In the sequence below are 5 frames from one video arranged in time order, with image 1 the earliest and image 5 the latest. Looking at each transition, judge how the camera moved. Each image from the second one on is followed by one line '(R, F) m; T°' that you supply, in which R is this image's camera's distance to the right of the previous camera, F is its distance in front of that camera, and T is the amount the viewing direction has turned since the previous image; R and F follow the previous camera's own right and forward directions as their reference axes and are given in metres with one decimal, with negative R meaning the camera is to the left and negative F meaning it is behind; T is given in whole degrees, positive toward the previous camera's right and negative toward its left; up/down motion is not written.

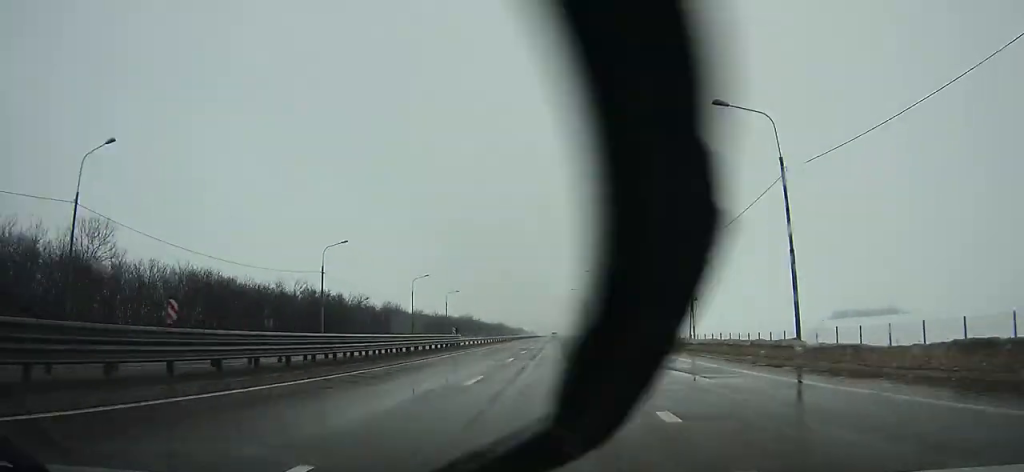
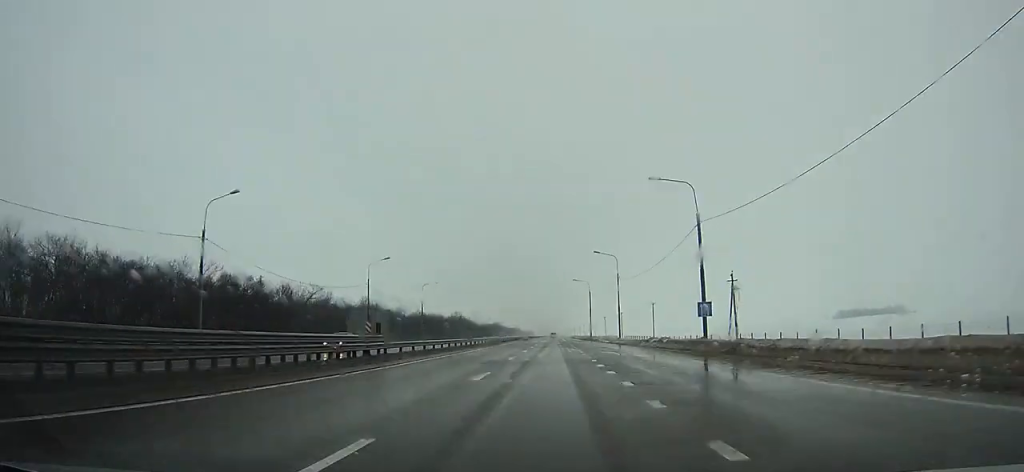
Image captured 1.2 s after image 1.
(0.0, +22.7) m; 0°
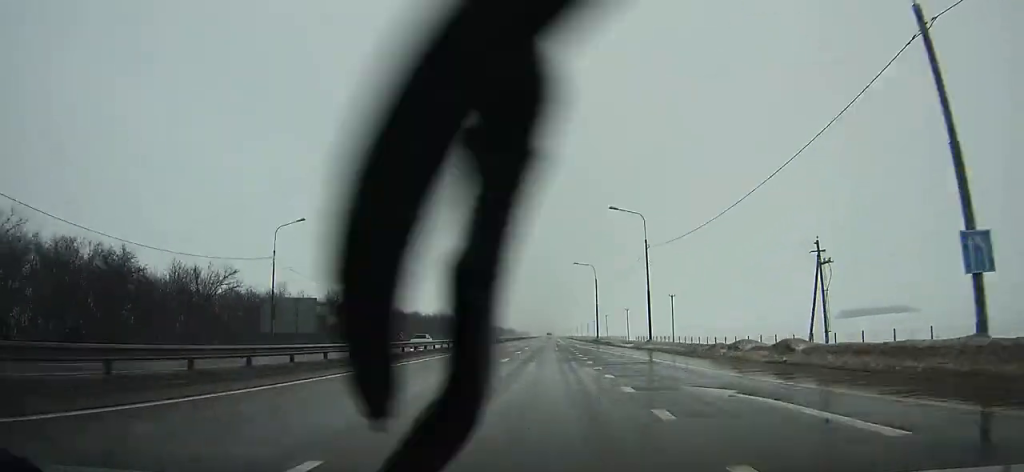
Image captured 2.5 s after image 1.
(0.0, +25.0) m; 0°
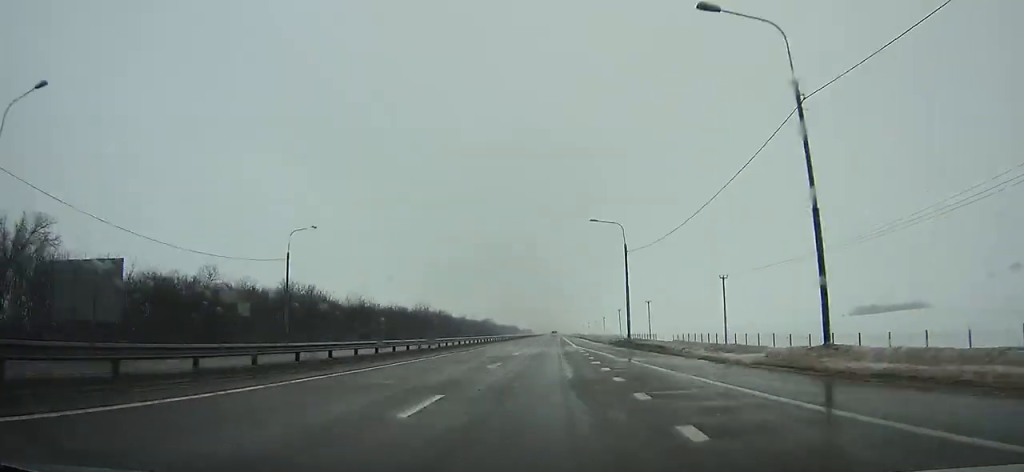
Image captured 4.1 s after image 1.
(0.0, +30.8) m; 0°
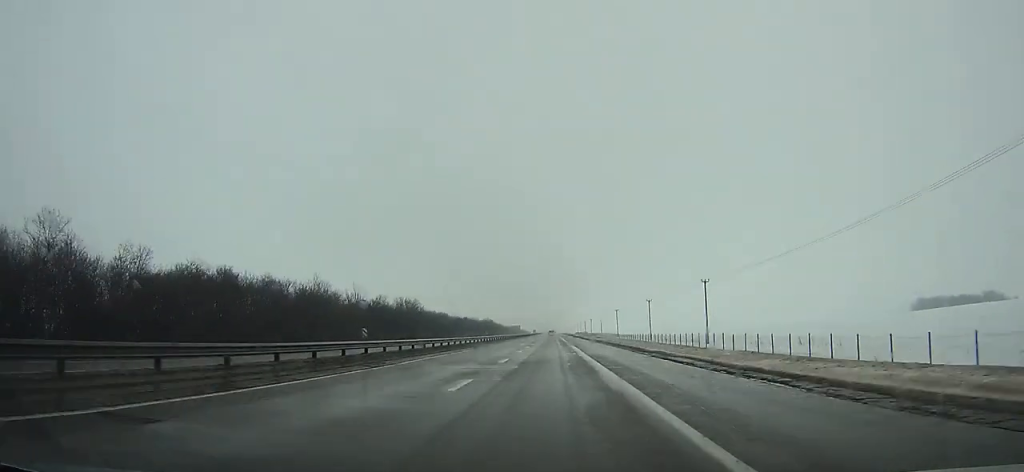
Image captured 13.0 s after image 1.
(+0.1, +176.1) m; 0°
